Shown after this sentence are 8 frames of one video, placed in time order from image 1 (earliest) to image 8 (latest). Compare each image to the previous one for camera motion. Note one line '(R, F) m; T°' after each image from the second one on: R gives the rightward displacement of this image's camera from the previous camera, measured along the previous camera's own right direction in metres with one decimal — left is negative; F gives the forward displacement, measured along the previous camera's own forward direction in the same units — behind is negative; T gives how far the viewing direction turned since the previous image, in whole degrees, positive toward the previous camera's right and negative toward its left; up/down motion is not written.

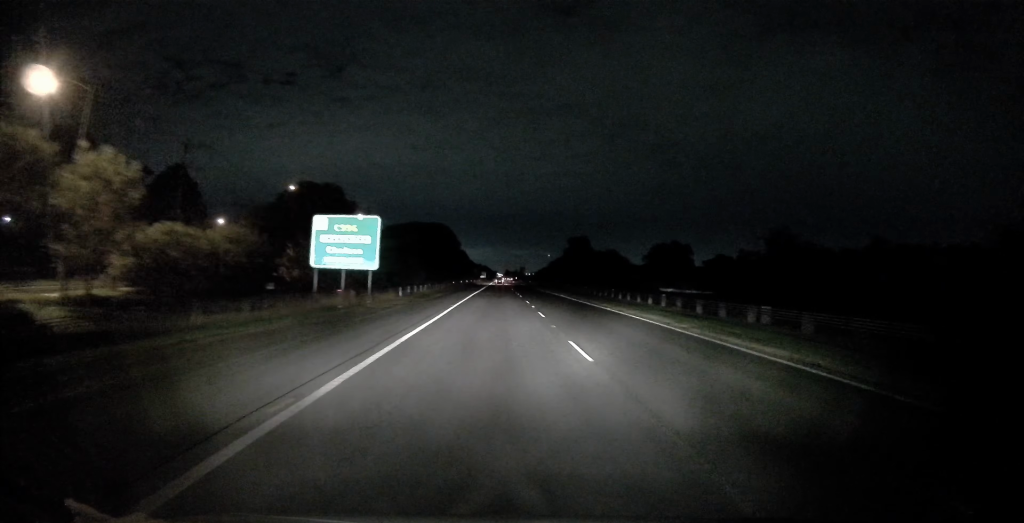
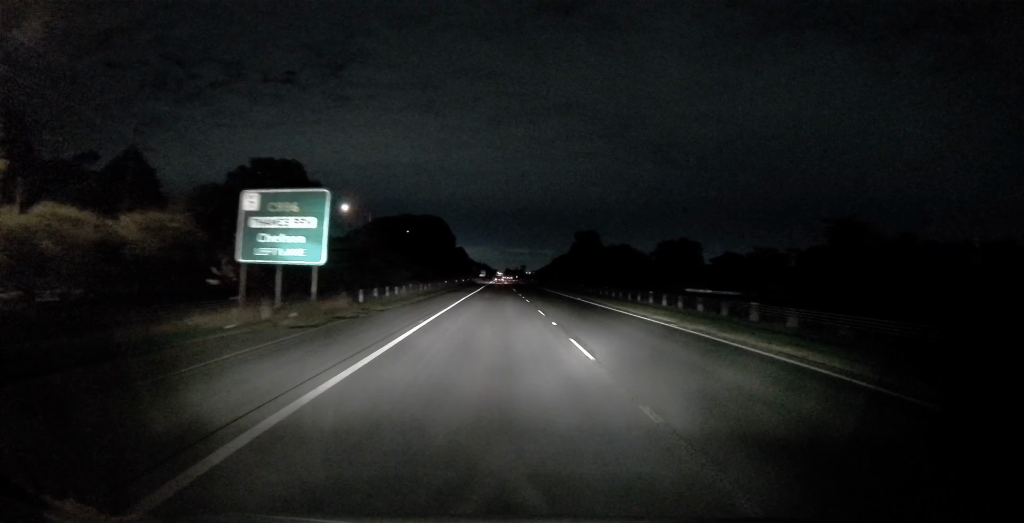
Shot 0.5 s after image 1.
(+0.2, +11.9) m; -1°
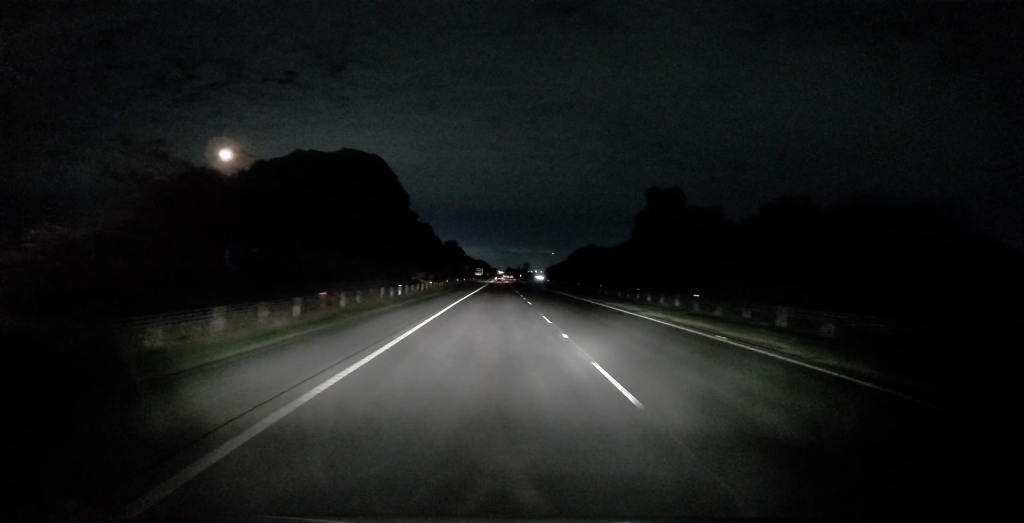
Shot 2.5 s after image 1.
(0.0, +51.6) m; +2°
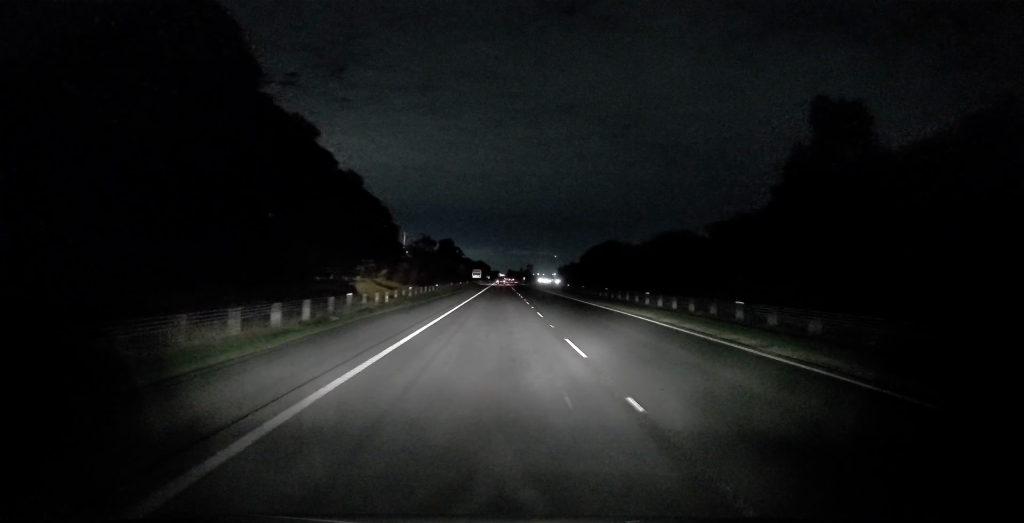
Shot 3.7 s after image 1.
(0.0, +31.3) m; -1°
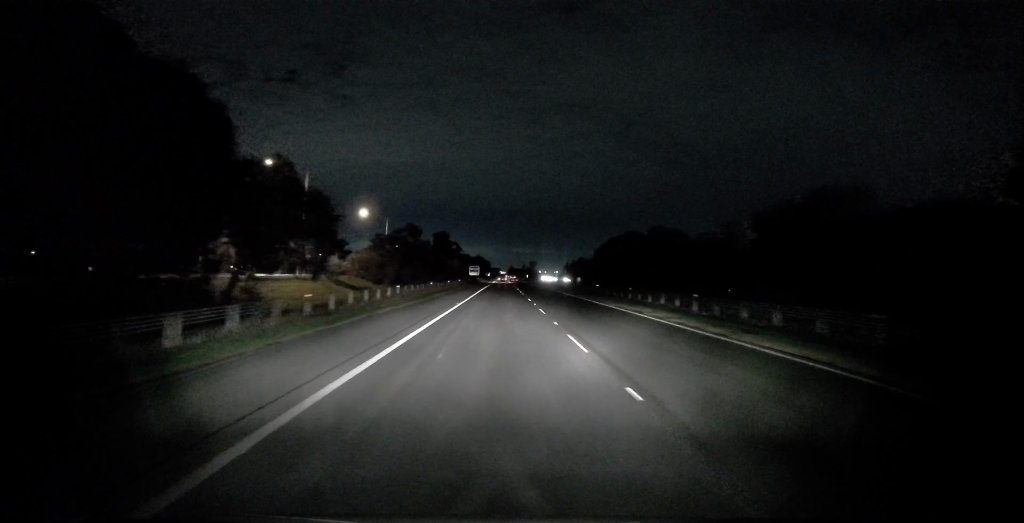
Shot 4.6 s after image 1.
(-0.2, +23.5) m; 0°
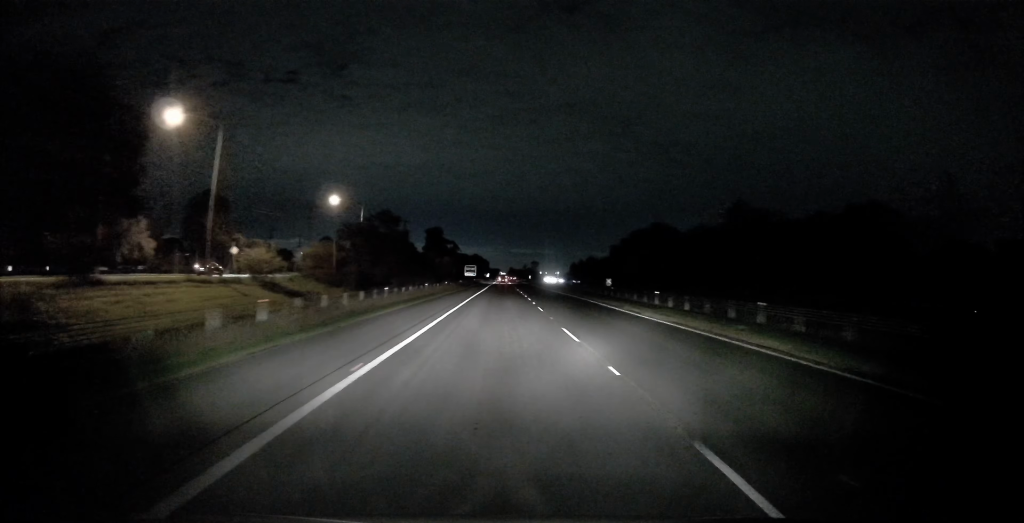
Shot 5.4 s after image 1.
(+0.1, +22.0) m; +1°
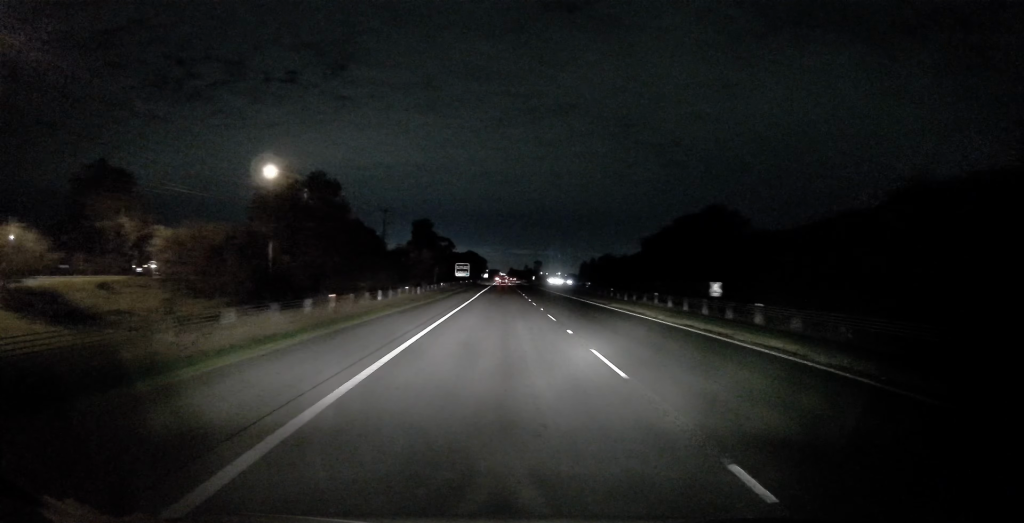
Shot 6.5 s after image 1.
(+0.3, +30.0) m; +1°
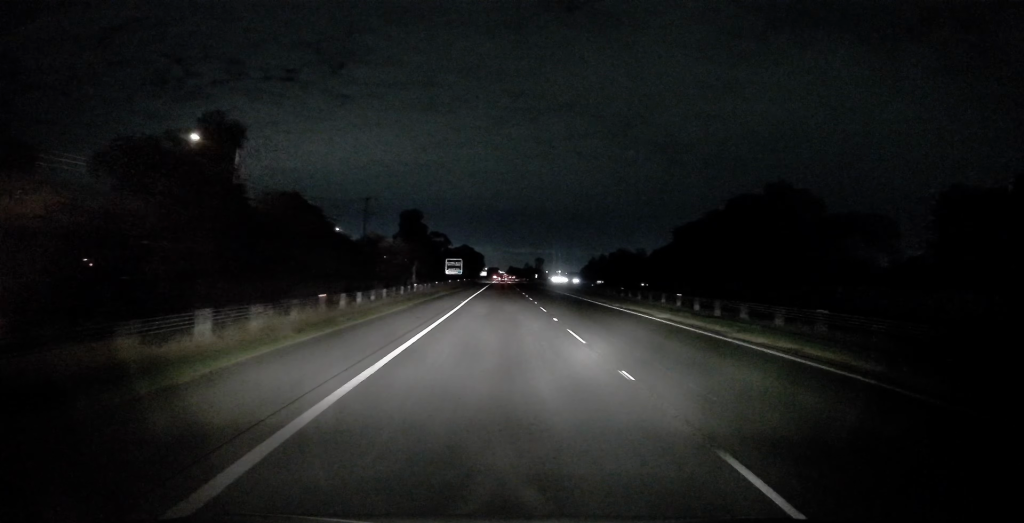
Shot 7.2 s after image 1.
(+0.3, +21.5) m; 0°
